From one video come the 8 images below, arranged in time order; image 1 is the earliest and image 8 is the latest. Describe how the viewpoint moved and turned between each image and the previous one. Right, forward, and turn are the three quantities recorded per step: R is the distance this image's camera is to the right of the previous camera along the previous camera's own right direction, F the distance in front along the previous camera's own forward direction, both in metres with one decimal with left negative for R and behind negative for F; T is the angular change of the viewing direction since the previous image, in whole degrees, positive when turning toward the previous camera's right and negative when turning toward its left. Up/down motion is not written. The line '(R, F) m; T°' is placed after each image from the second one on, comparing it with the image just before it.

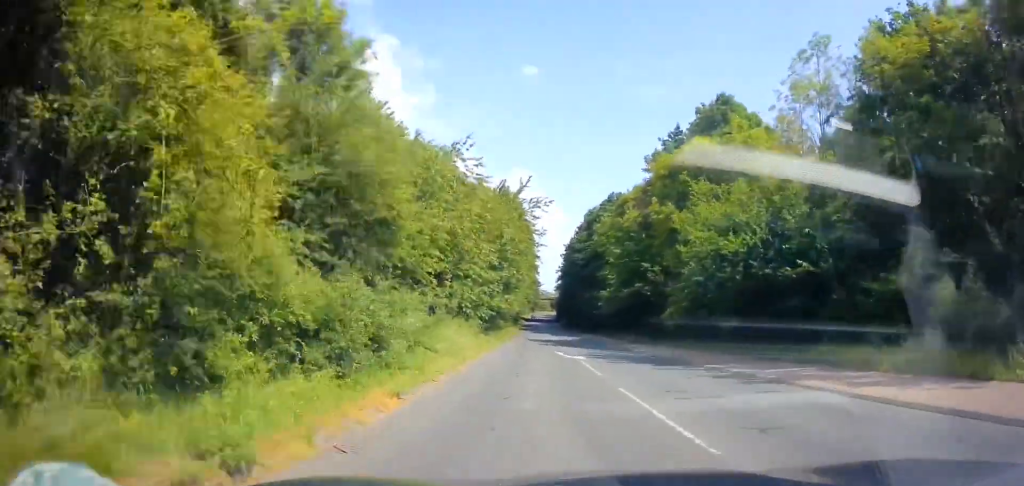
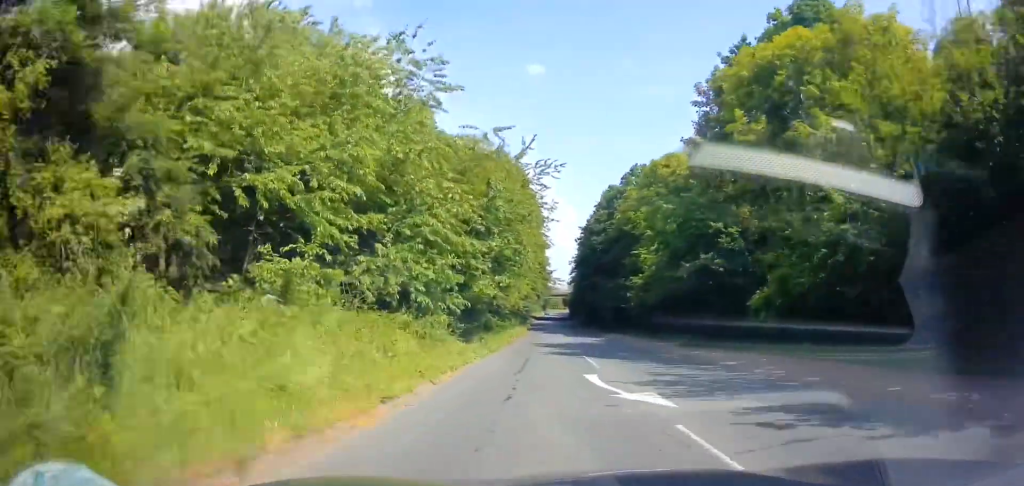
(-0.1, +13.4) m; -1°
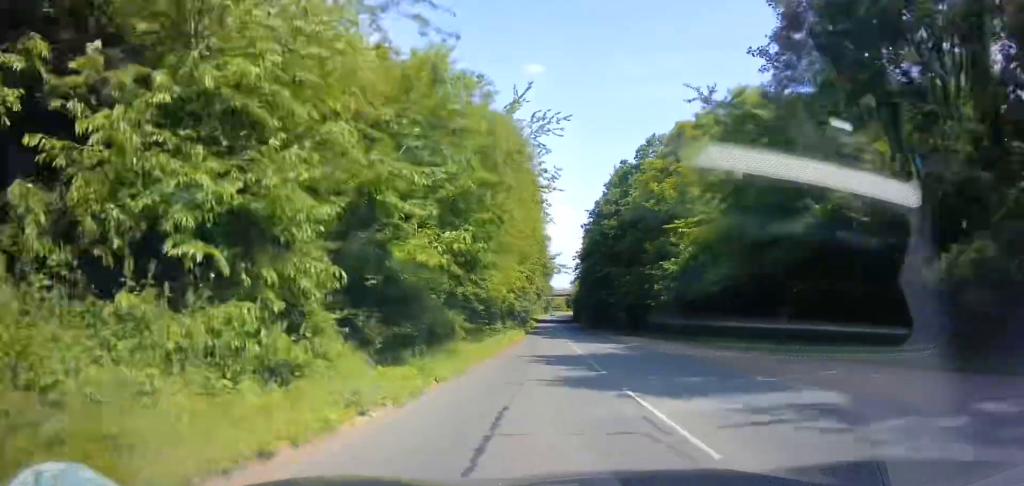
(-0.1, +11.7) m; 0°
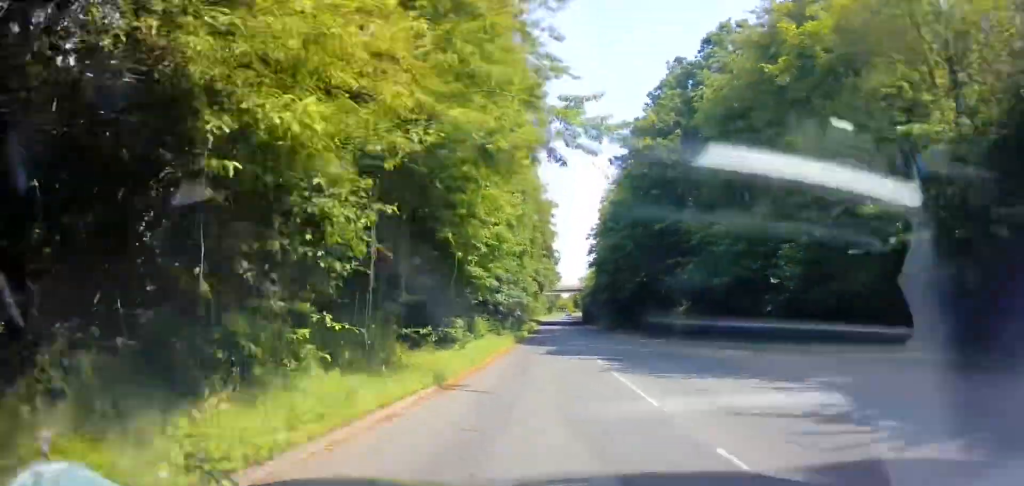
(0.0, +22.8) m; 0°
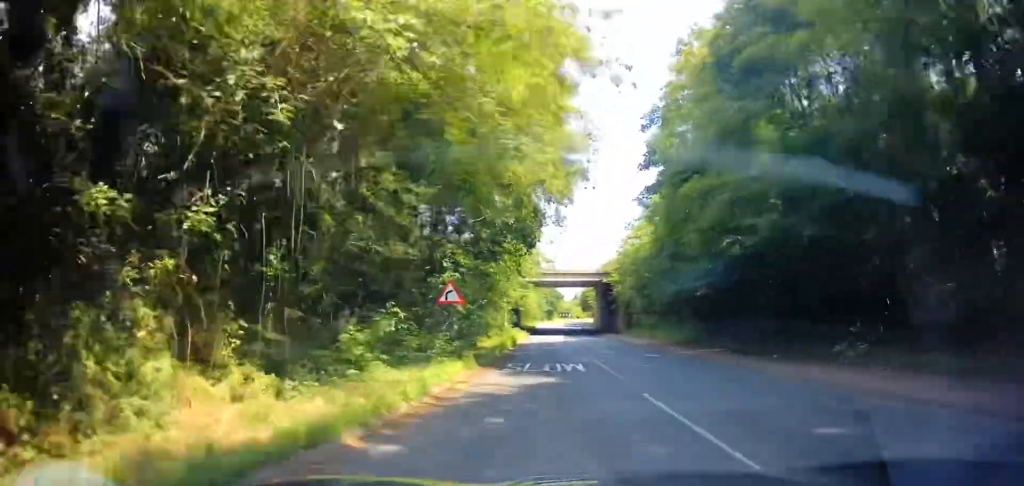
(-1.1, +39.6) m; -3°
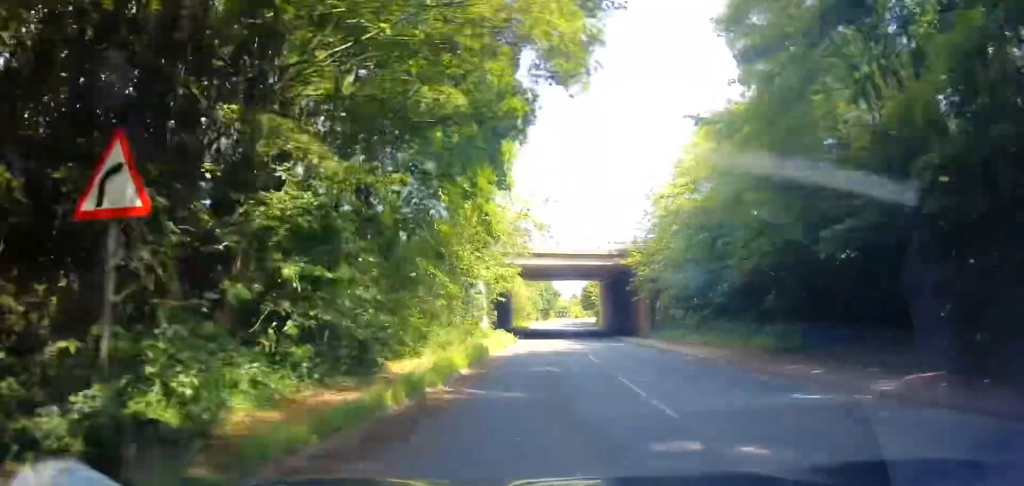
(0.0, +15.0) m; +1°
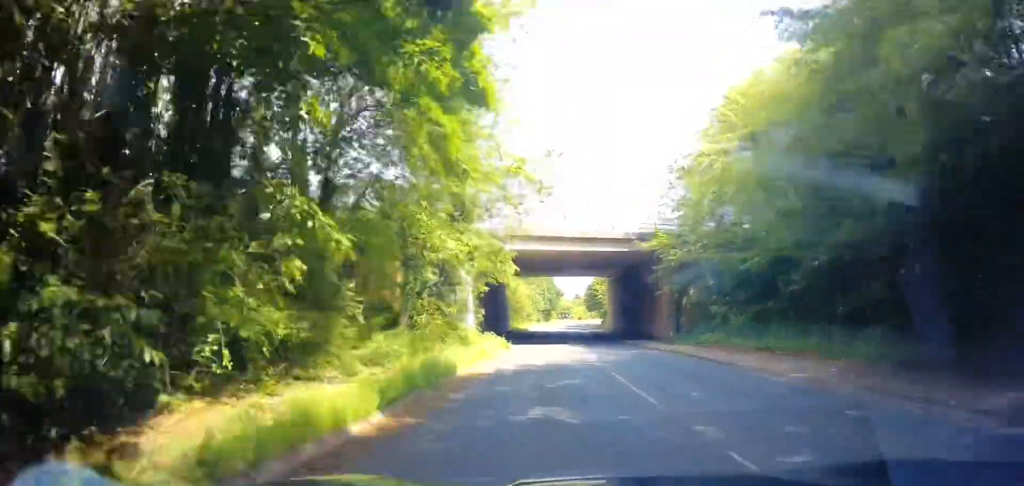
(0.0, +7.8) m; +1°
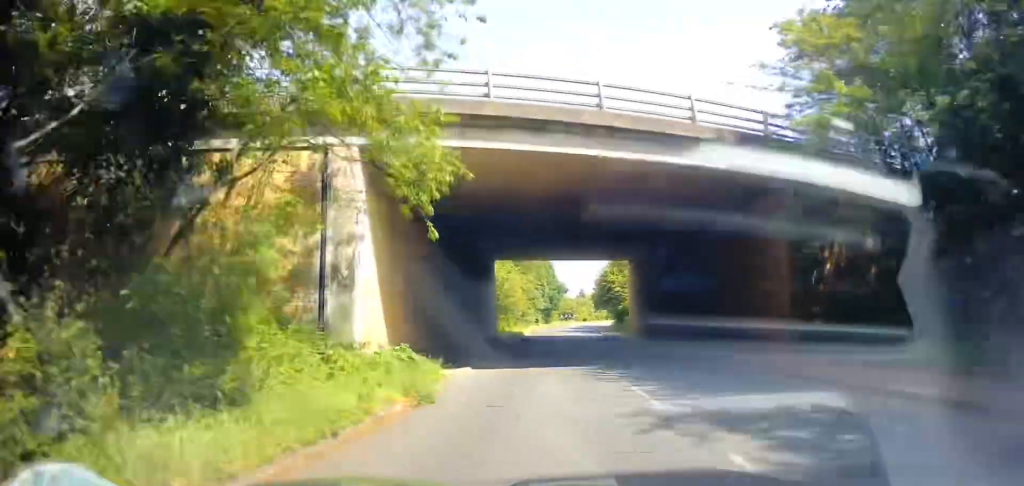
(+0.4, +18.6) m; 0°
